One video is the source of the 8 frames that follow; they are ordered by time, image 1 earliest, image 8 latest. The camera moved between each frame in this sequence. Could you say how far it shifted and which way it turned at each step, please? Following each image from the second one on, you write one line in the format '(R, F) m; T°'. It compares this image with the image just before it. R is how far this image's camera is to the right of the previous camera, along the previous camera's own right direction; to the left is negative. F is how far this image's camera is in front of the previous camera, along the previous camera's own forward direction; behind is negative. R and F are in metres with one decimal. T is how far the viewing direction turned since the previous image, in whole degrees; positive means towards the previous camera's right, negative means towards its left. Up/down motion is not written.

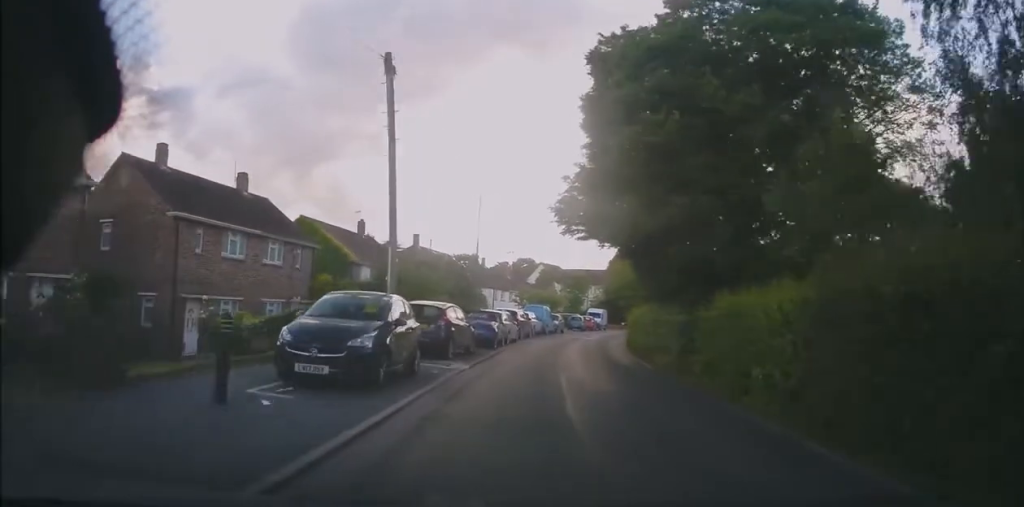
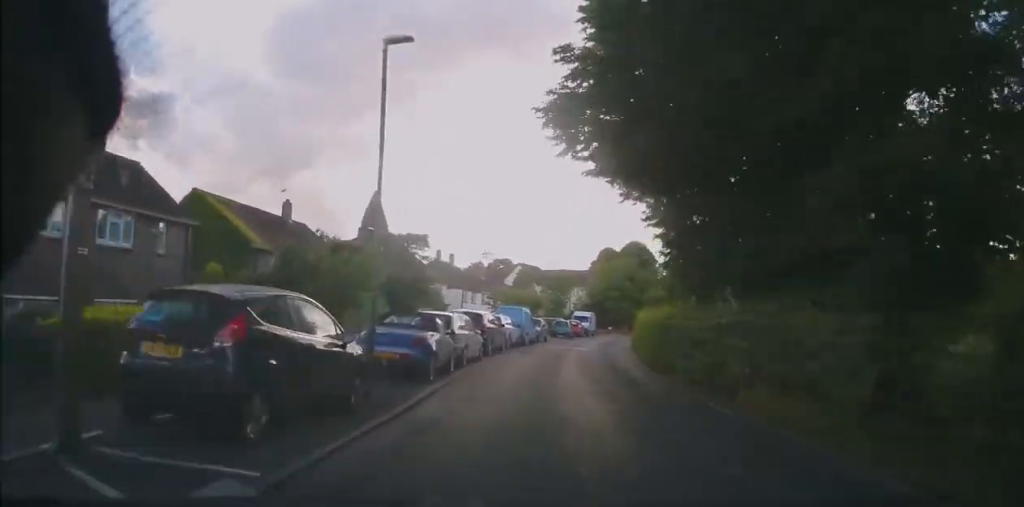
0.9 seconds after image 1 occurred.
(-0.3, +10.2) m; +1°
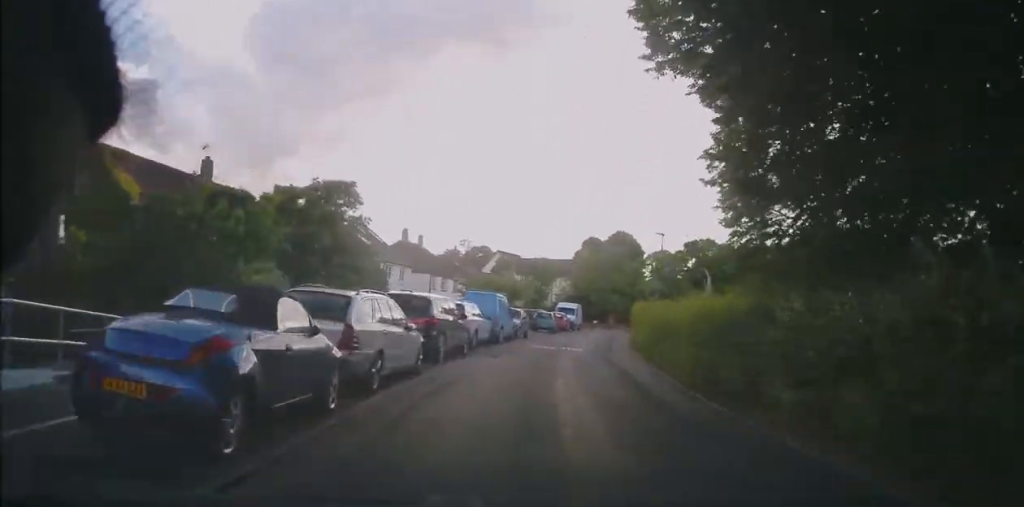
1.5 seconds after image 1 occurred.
(+0.4, +7.7) m; +2°
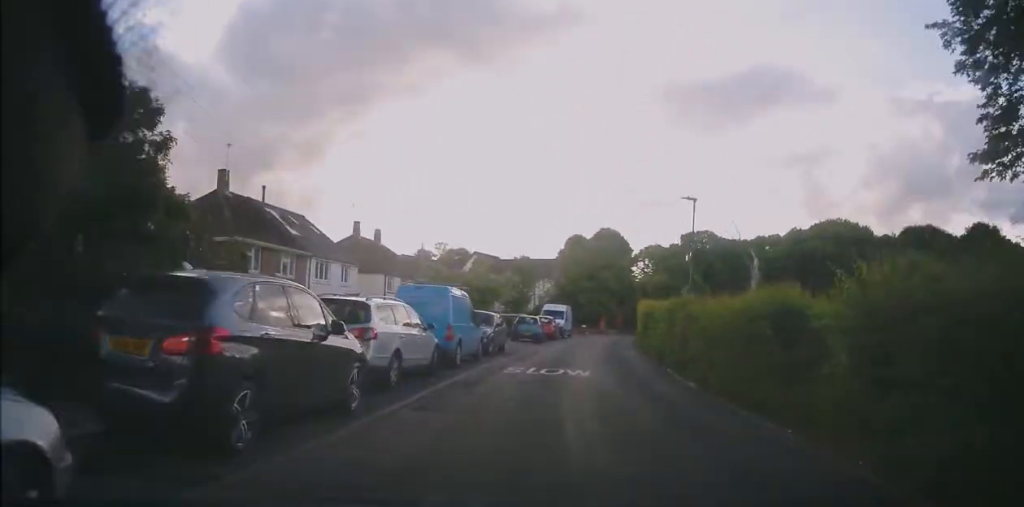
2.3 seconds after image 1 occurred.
(+0.1, +9.0) m; +3°
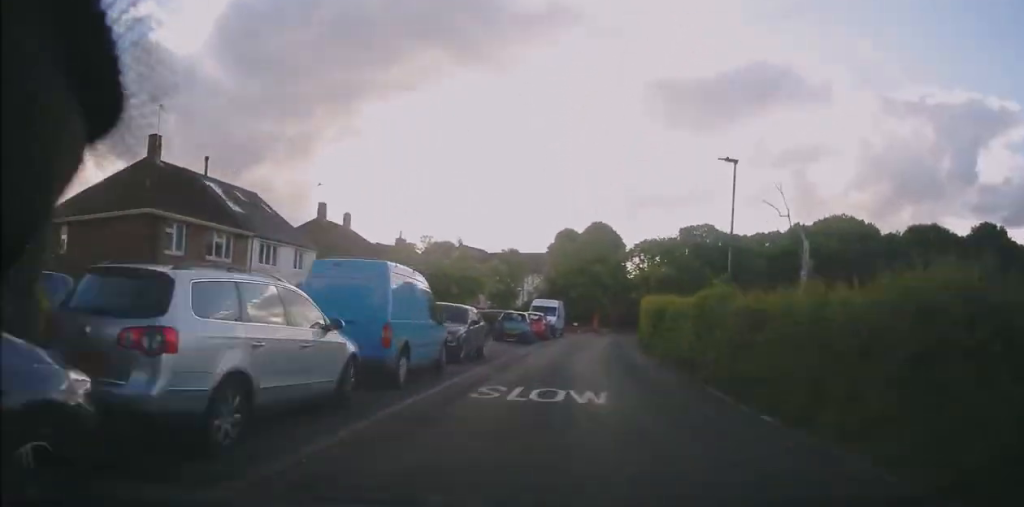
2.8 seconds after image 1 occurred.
(-0.1, +5.2) m; +2°
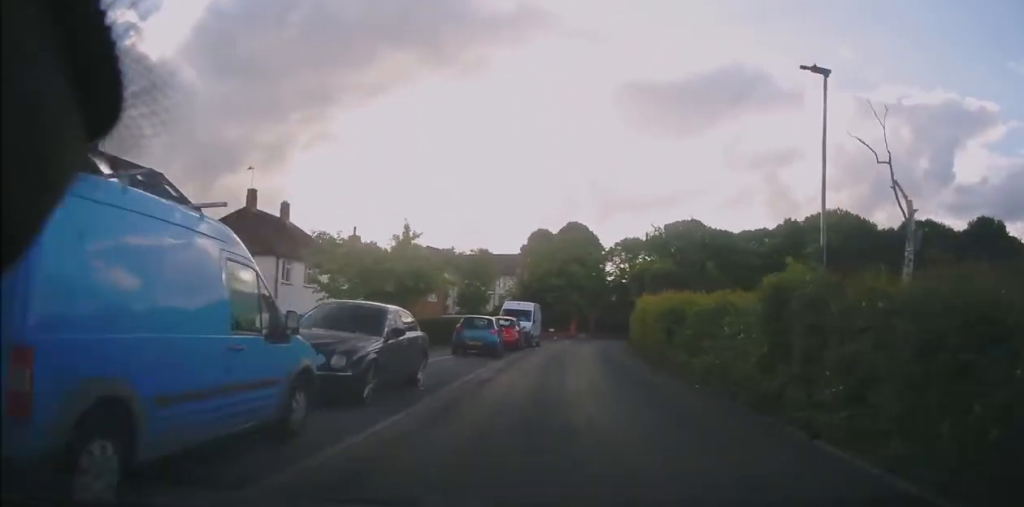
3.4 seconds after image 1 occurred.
(+0.4, +7.0) m; +2°
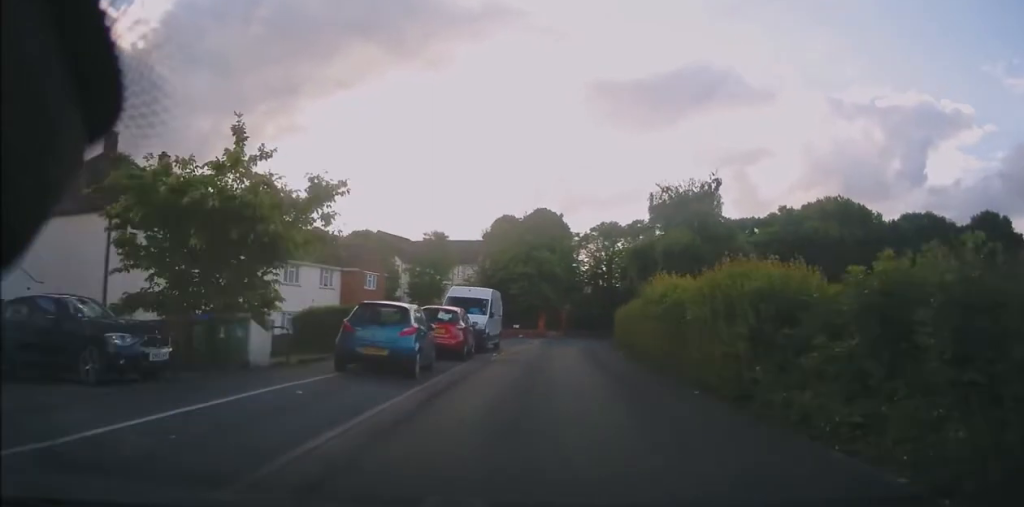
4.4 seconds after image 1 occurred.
(+0.2, +10.0) m; +1°
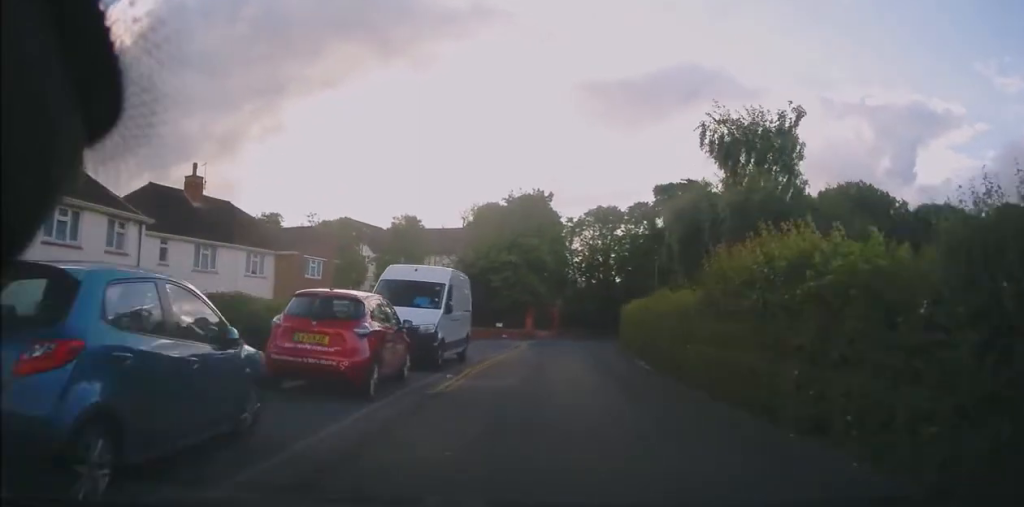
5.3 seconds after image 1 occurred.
(0.0, +9.1) m; +1°
